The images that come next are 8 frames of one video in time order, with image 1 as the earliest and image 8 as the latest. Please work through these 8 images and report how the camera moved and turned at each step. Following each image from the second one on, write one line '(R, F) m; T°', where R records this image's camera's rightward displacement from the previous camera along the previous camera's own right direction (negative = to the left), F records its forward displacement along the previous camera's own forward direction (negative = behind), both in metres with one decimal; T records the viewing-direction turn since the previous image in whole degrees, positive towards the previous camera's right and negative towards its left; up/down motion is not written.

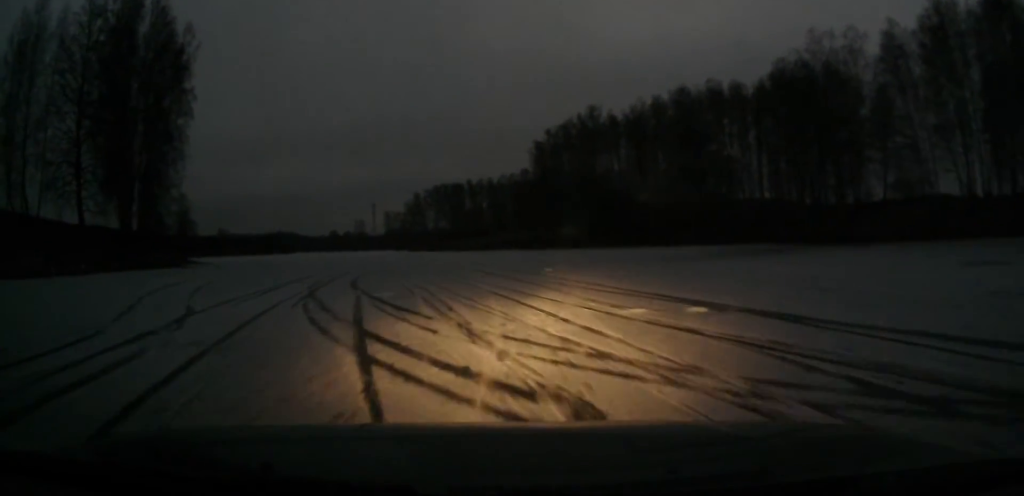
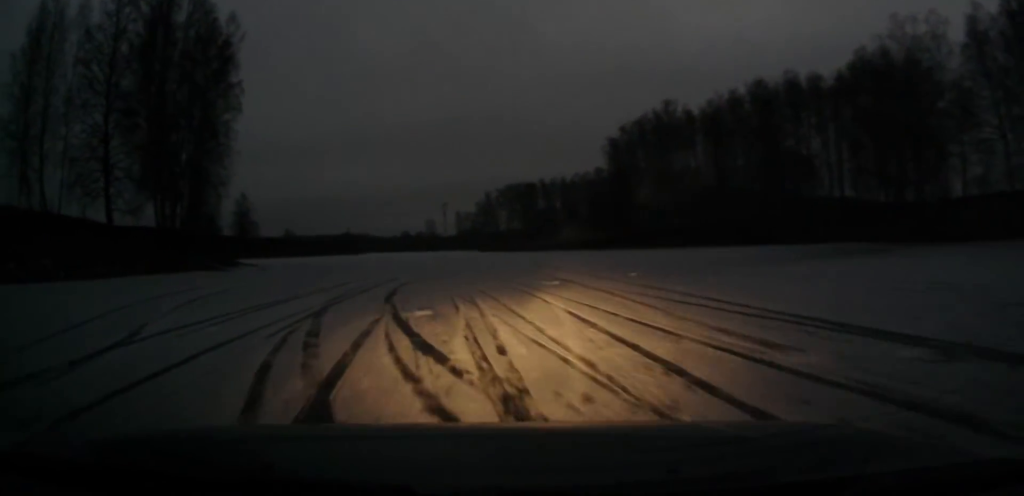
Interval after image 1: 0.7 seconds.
(-0.1, +4.6) m; -4°
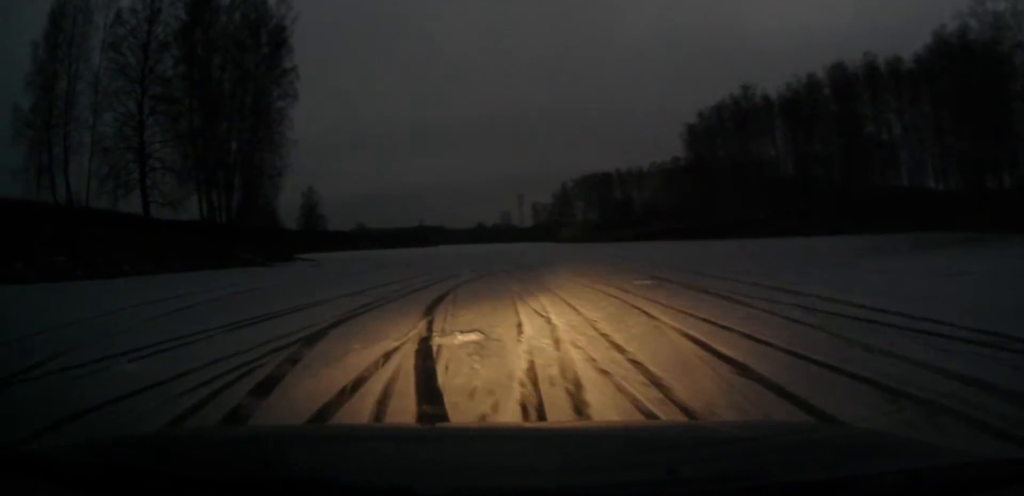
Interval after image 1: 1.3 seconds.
(-0.2, +4.6) m; -3°
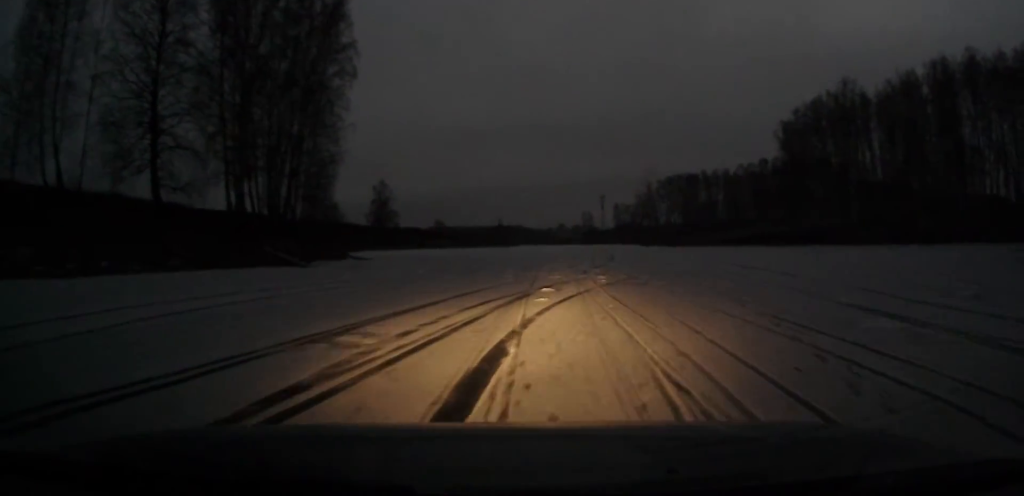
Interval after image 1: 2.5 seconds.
(-0.5, +8.9) m; 0°
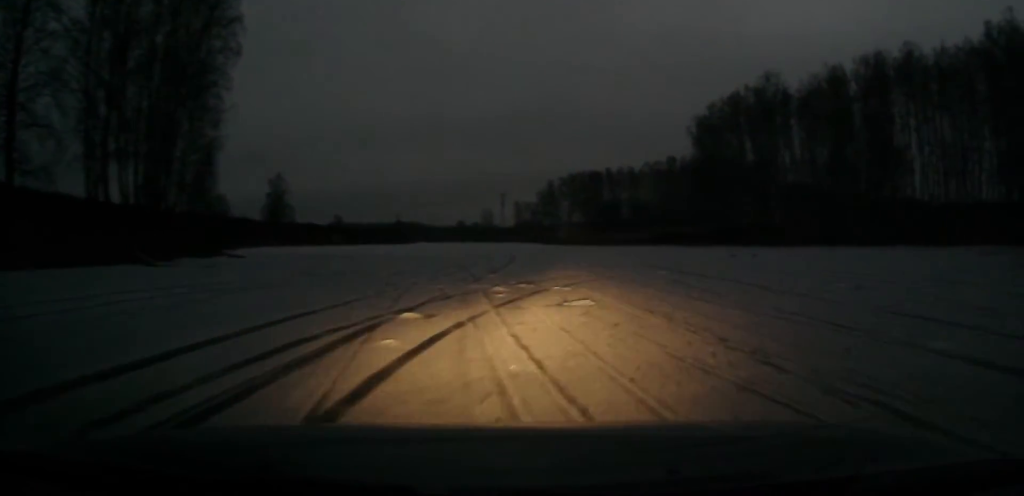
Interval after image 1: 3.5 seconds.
(+0.5, +6.0) m; +7°
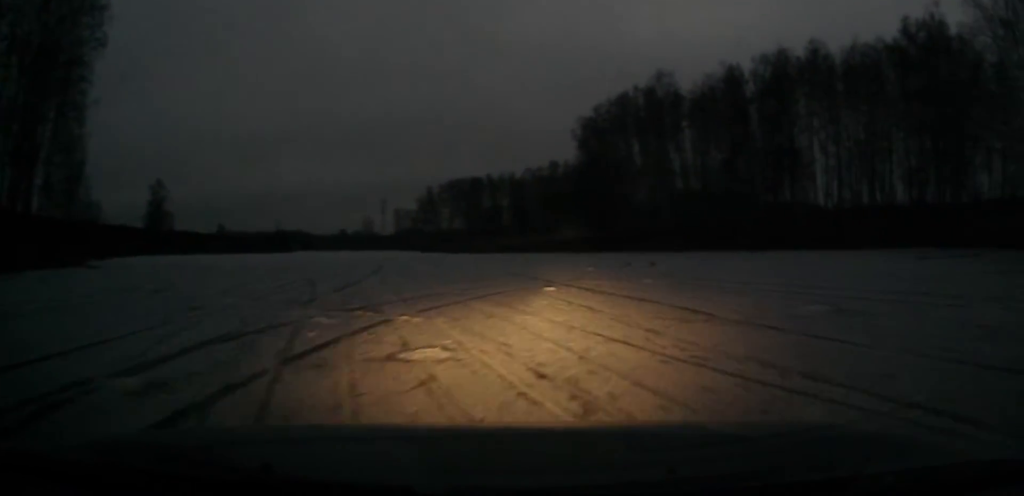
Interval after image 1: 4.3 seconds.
(+0.3, +5.1) m; +4°
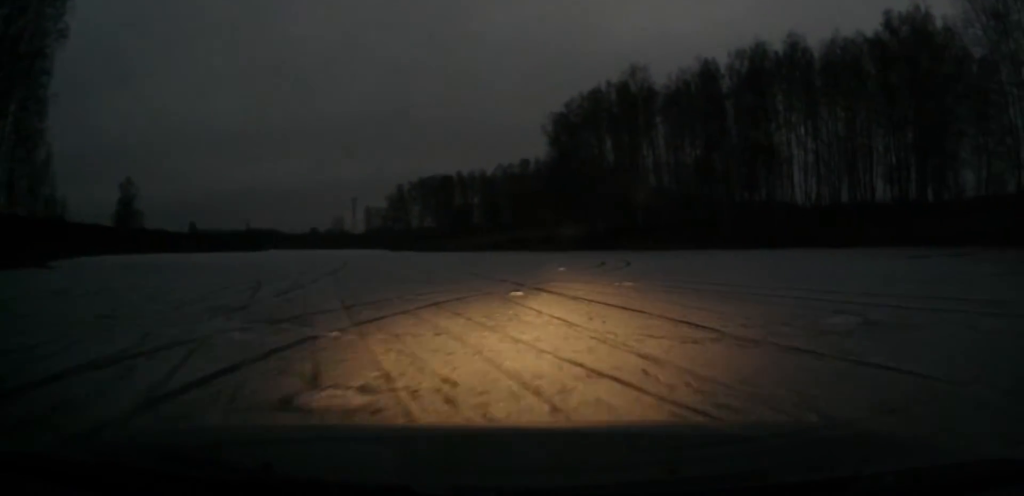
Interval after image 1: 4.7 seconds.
(0.0, +2.3) m; +1°
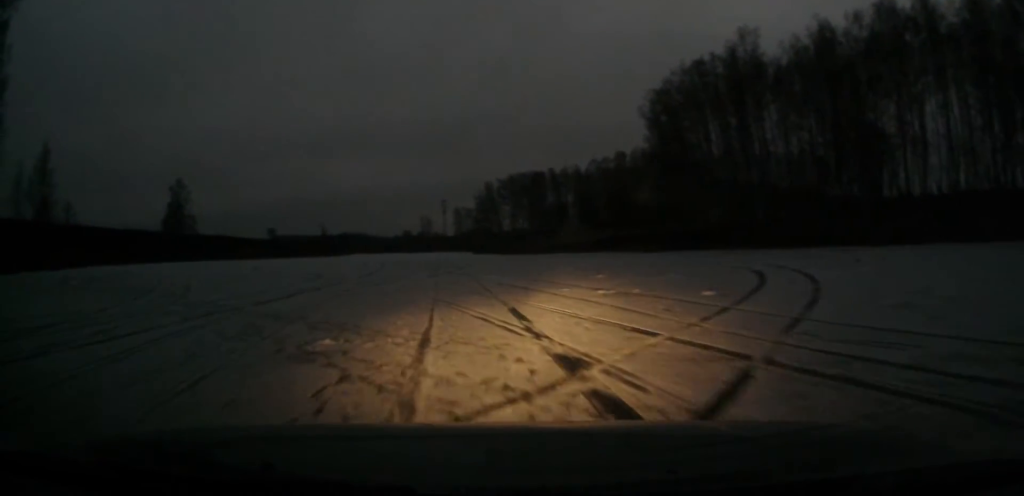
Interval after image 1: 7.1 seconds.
(-1.1, +14.0) m; -15°
